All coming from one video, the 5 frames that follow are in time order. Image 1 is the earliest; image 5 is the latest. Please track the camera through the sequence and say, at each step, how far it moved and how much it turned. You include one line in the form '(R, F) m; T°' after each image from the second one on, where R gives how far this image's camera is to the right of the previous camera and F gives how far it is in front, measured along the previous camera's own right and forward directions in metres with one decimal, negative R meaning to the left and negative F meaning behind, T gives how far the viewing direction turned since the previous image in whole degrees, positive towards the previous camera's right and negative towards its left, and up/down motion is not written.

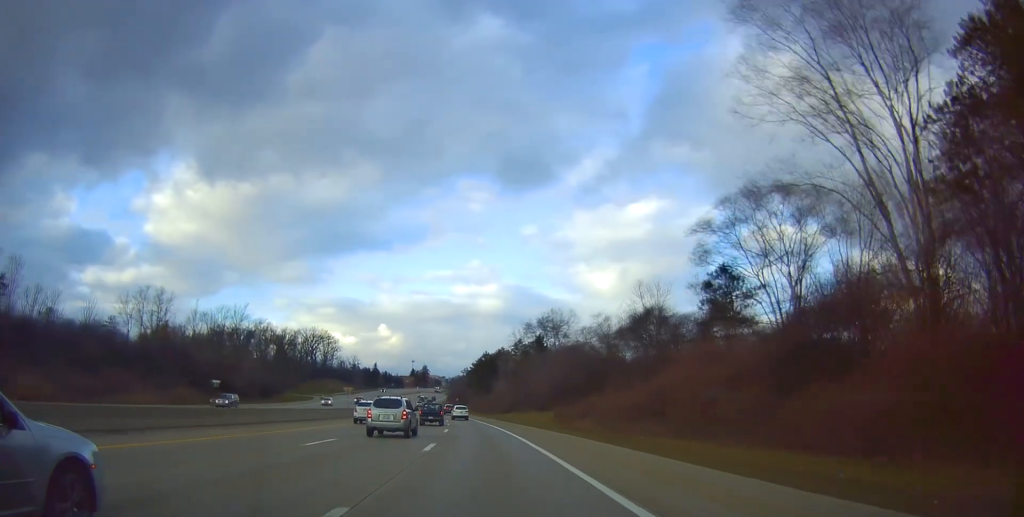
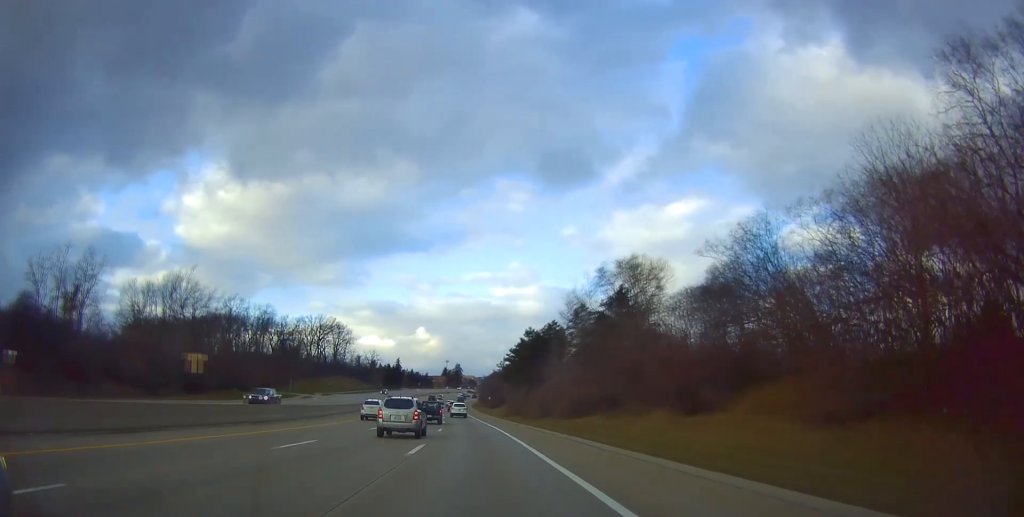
(-1.4, +47.1) m; -4°
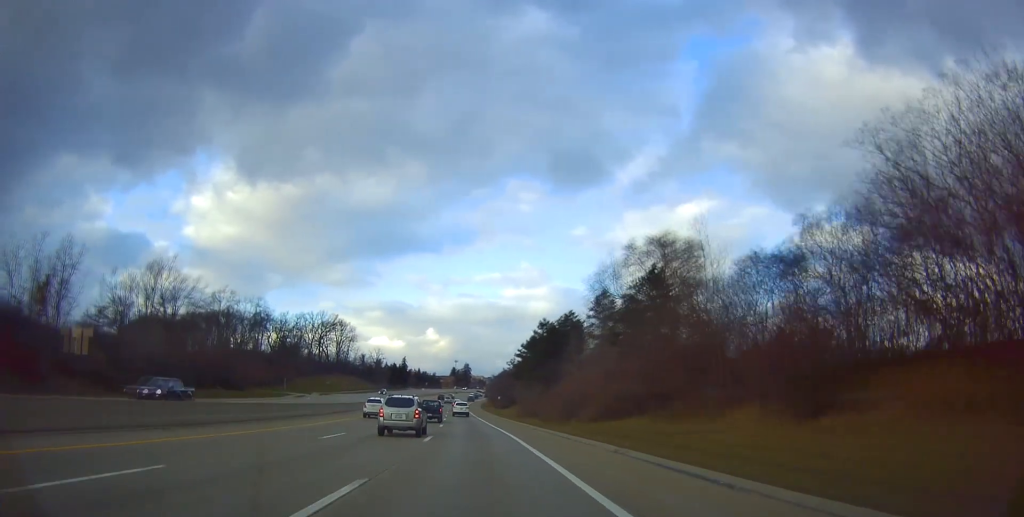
(-0.2, +10.8) m; -1°
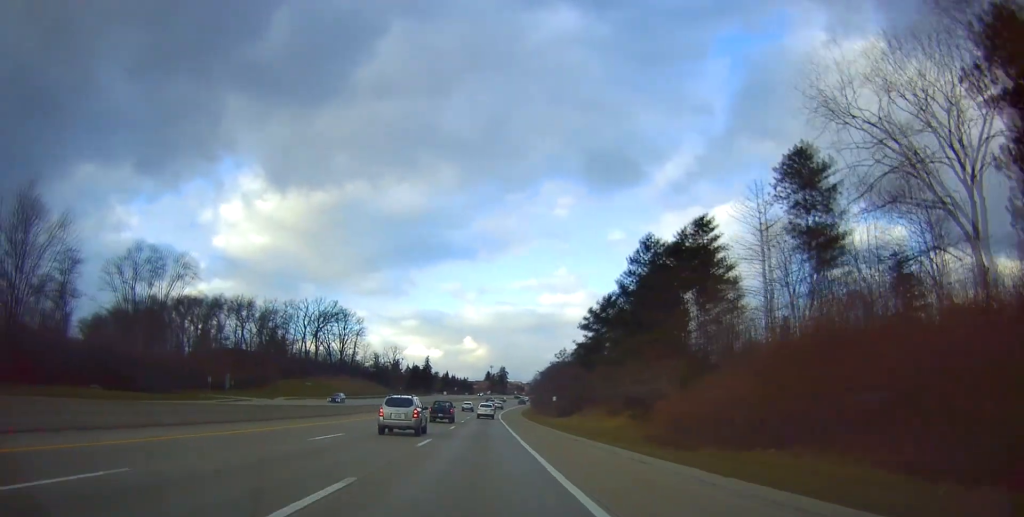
(-0.5, +48.0) m; -1°
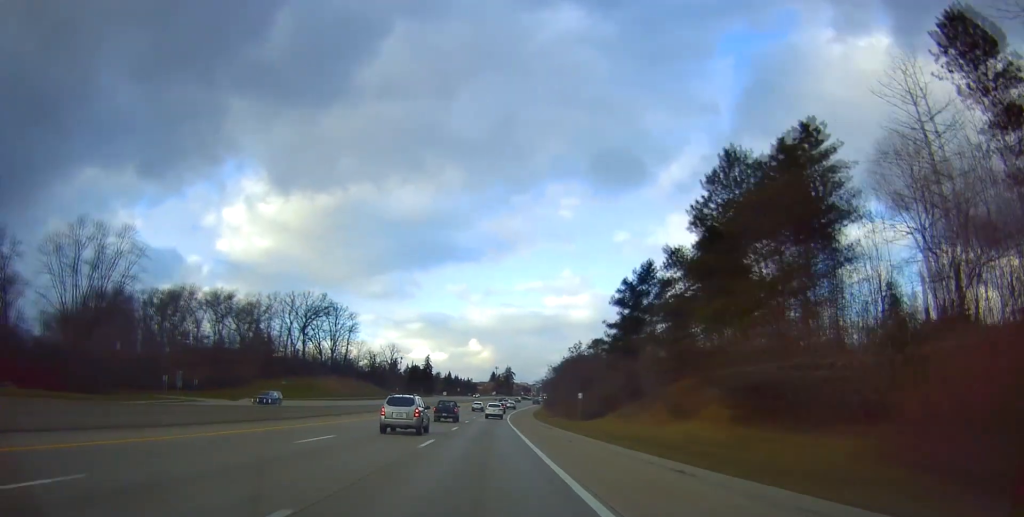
(-0.2, +17.3) m; -1°
